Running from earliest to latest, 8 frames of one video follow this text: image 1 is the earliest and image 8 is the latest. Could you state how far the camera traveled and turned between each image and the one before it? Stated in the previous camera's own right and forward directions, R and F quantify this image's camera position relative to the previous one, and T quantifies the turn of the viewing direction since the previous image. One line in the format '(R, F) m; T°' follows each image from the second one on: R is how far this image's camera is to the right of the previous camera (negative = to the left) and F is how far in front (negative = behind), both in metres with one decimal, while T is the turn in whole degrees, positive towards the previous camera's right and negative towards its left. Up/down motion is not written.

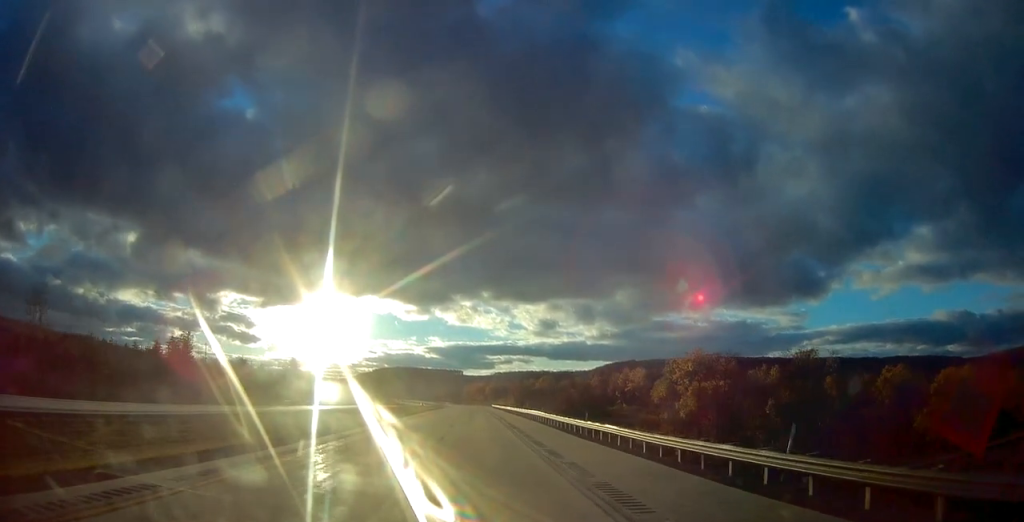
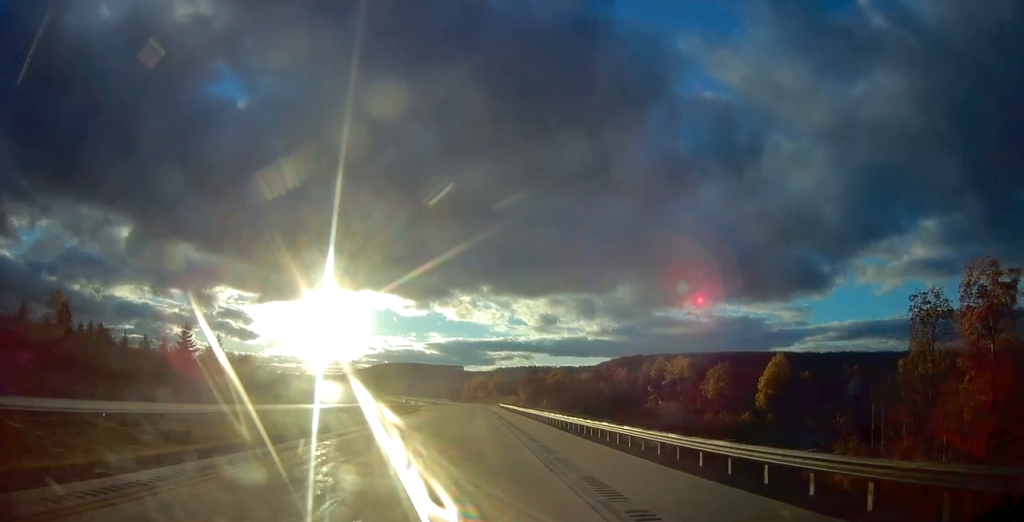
(0.0, +57.4) m; 0°
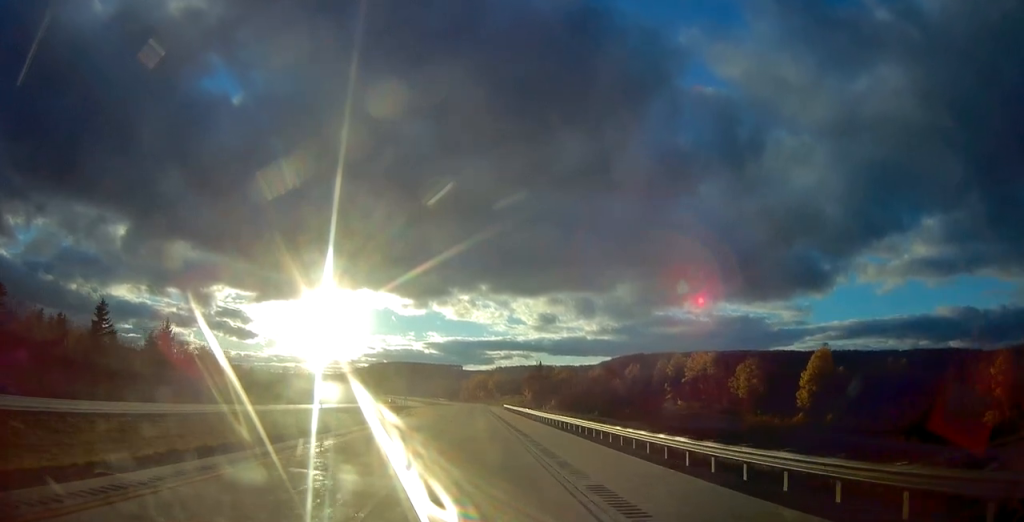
(+0.2, +23.8) m; 0°
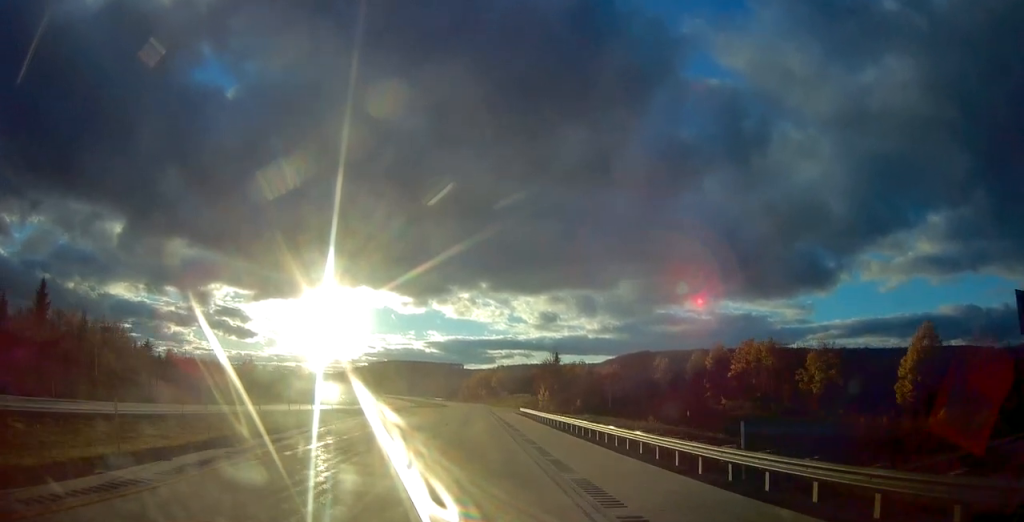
(0.0, +39.3) m; 0°
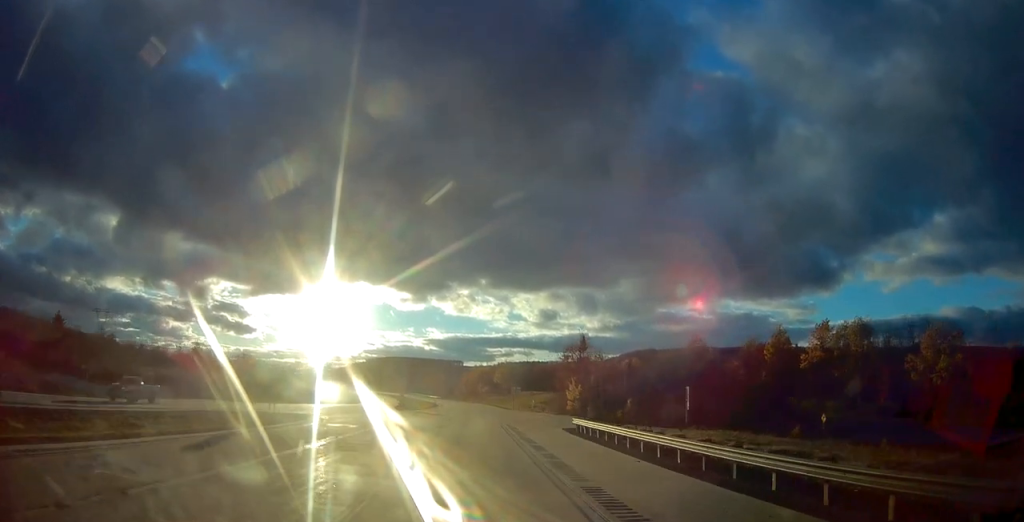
(-0.3, +42.3) m; 0°
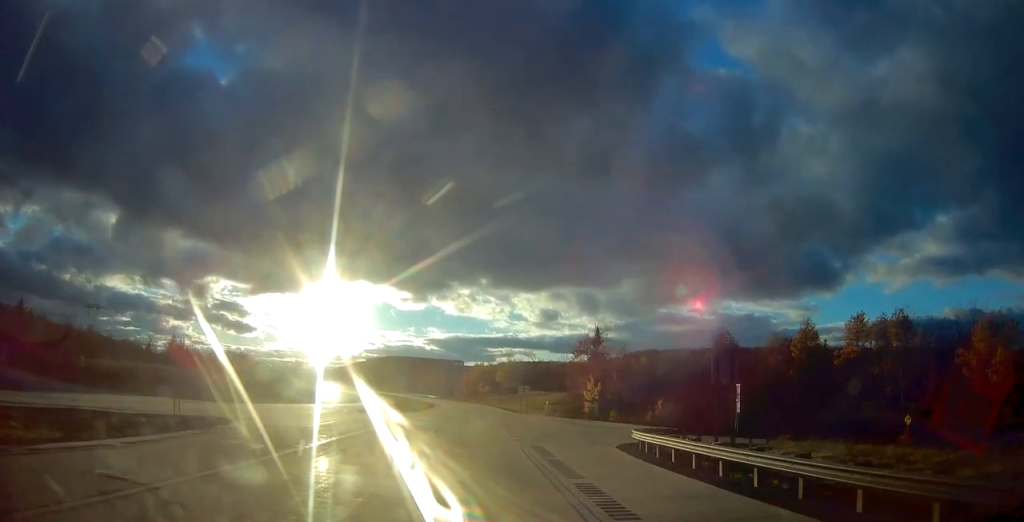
(-0.1, +14.4) m; 0°
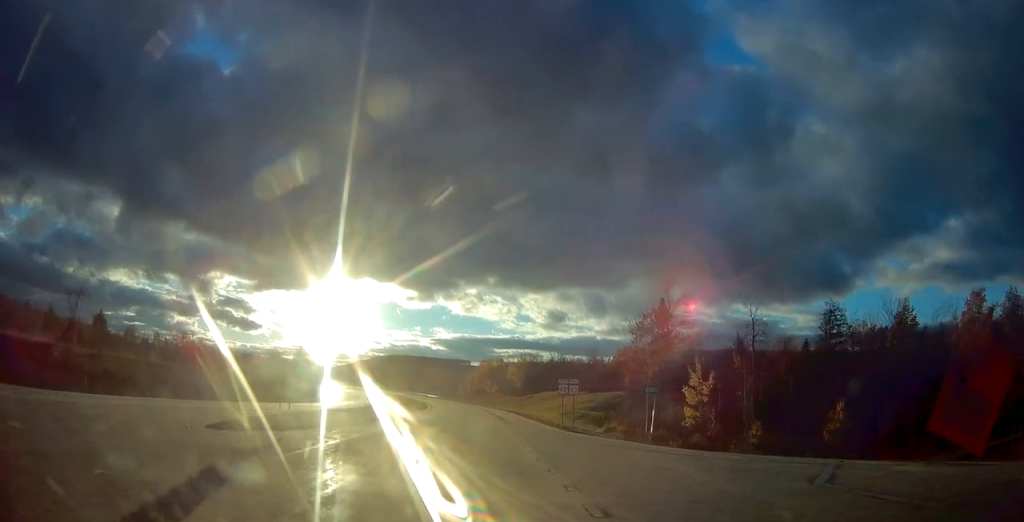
(+0.2, +36.9) m; 0°
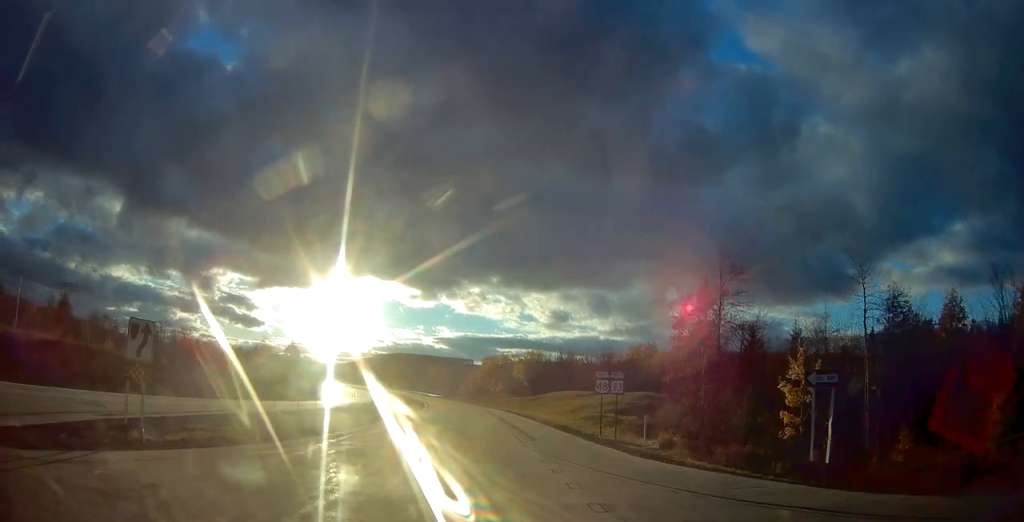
(-0.2, +14.3) m; 0°
